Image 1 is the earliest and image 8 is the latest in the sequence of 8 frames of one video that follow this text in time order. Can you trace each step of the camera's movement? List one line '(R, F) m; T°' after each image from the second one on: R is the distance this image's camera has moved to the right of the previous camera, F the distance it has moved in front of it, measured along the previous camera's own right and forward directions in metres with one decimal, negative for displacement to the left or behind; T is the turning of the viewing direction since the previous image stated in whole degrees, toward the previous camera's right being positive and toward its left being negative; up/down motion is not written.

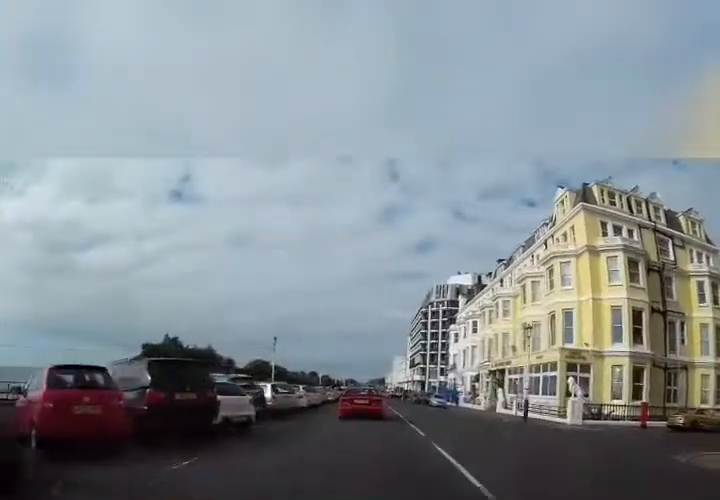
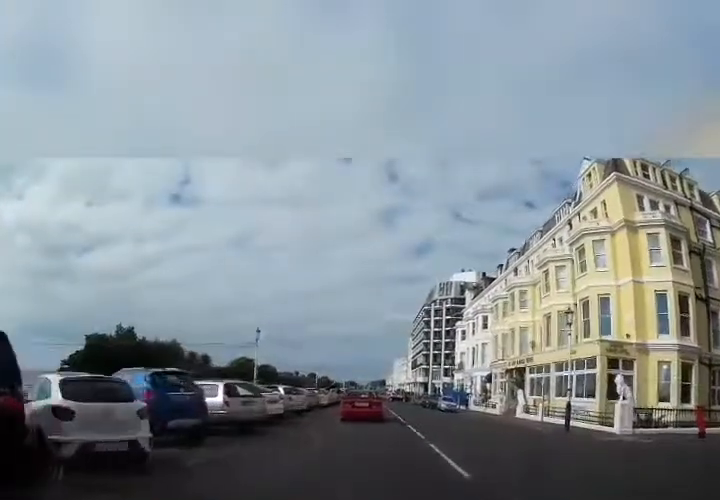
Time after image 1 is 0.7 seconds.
(-0.1, +5.7) m; -3°
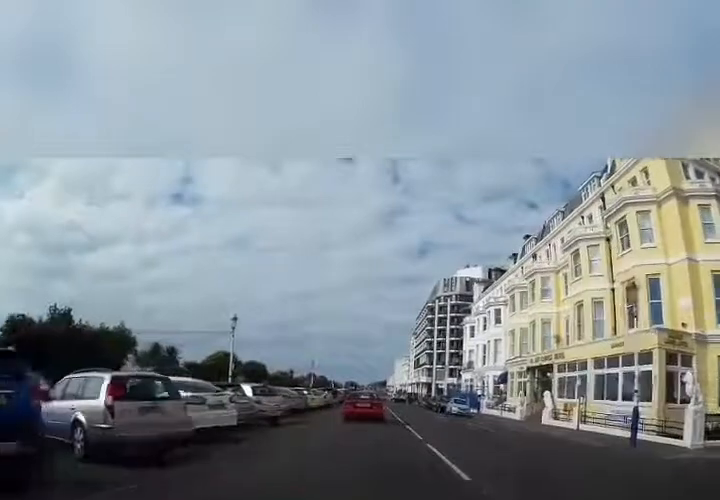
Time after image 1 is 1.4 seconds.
(-0.3, +5.6) m; -5°
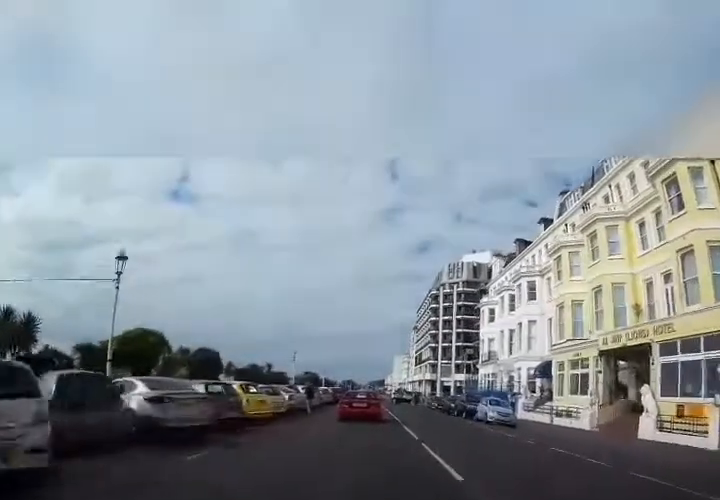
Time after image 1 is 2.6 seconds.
(-0.5, +11.5) m; -2°
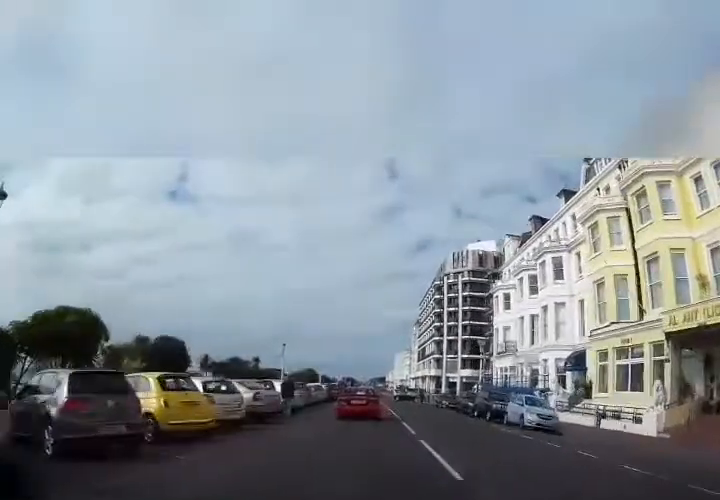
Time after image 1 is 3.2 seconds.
(-0.1, +5.7) m; +1°
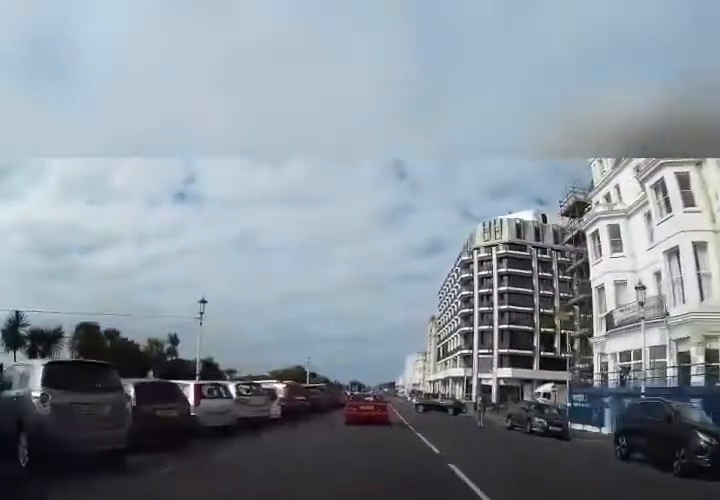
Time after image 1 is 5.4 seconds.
(-0.3, +20.9) m; 0°
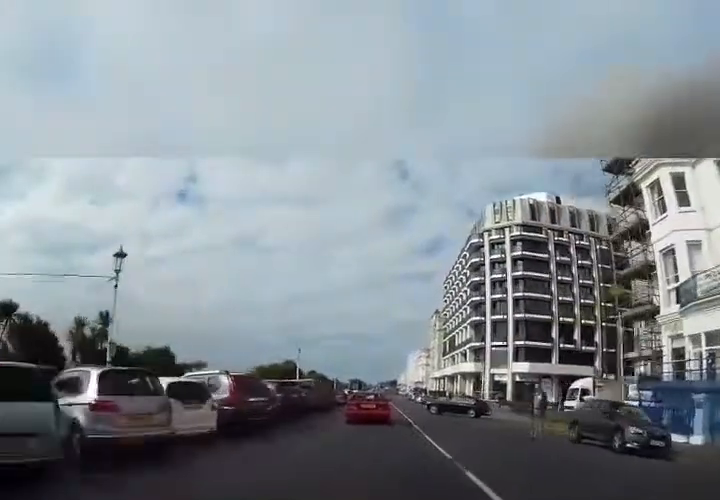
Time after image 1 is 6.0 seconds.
(+0.3, +6.8) m; +1°
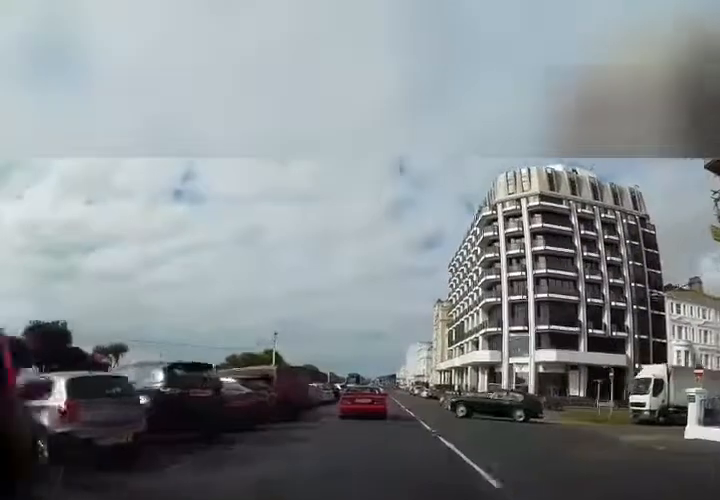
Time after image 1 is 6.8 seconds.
(0.0, +8.6) m; 0°
